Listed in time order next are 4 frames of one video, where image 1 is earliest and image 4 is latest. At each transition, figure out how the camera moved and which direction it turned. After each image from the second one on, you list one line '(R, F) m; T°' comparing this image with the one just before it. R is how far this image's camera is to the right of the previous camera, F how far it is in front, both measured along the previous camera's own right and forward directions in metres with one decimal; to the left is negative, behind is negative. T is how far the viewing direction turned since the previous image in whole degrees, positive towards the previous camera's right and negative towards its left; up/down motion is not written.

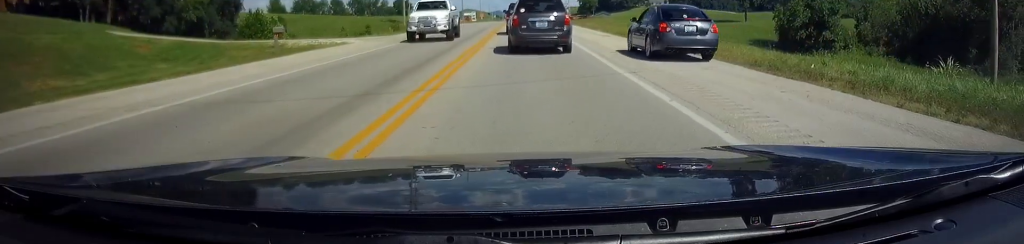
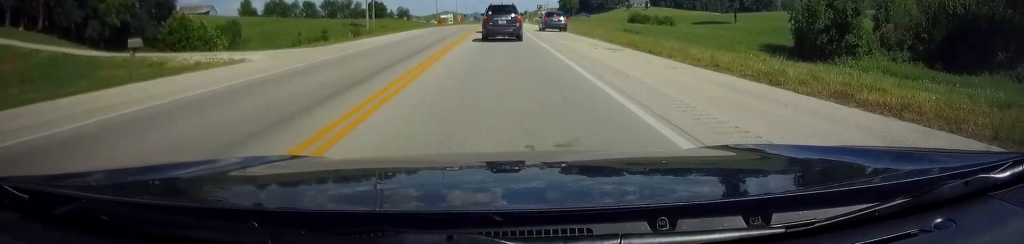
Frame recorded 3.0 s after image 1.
(+0.2, +11.0) m; +1°
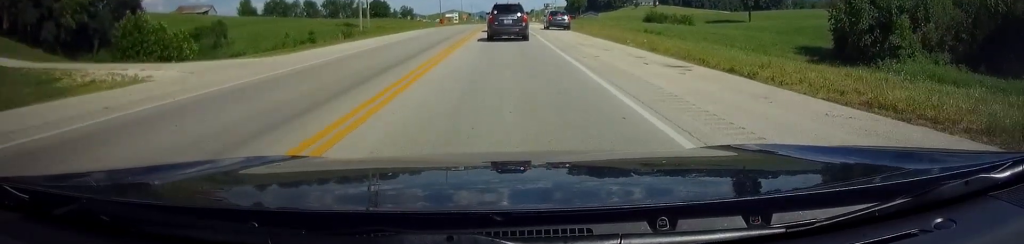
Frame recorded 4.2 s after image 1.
(0.0, +7.7) m; +1°
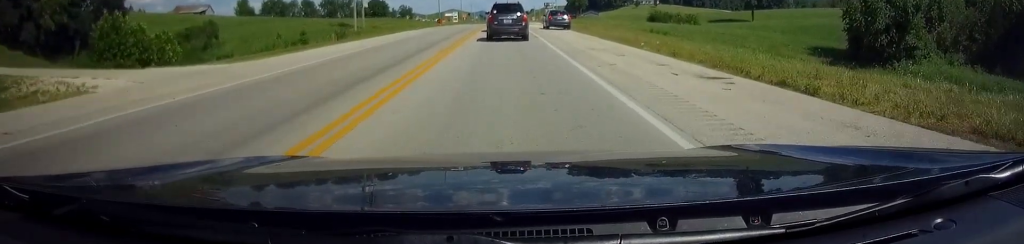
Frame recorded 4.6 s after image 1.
(0.0, +3.2) m; 0°
